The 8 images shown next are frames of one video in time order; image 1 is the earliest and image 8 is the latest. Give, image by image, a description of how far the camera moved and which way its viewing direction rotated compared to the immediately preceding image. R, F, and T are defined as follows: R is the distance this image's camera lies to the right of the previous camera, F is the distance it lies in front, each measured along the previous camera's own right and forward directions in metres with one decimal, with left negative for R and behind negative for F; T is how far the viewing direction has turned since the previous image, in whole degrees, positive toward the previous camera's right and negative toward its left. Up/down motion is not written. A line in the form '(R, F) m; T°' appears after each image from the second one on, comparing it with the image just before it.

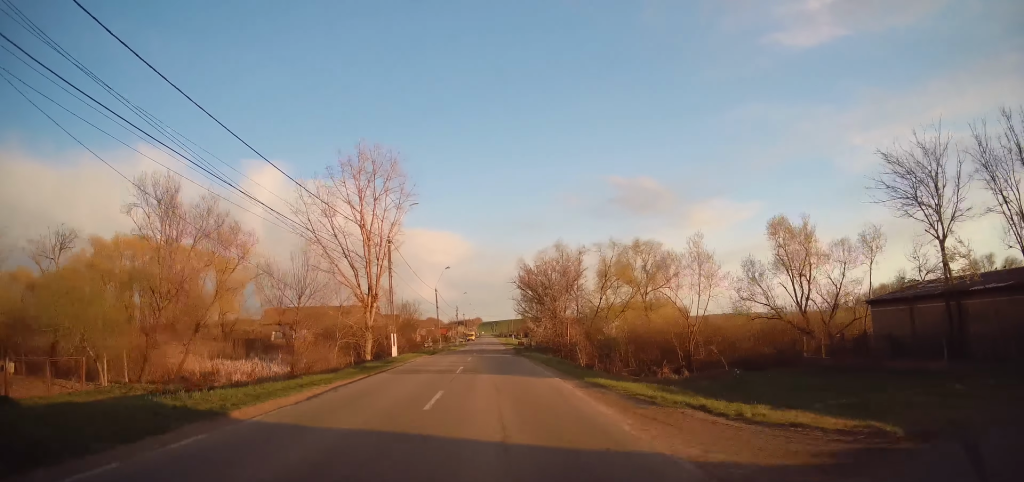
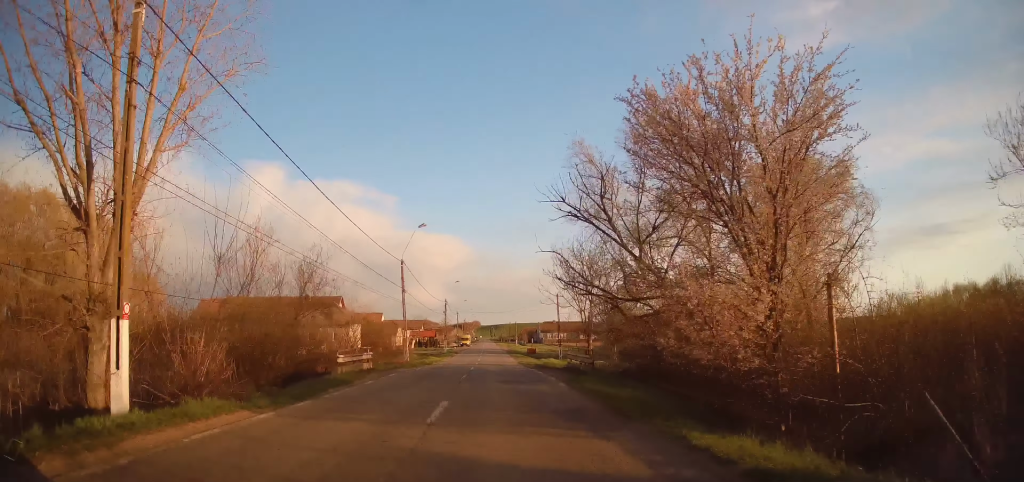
(+0.5, +32.8) m; +2°
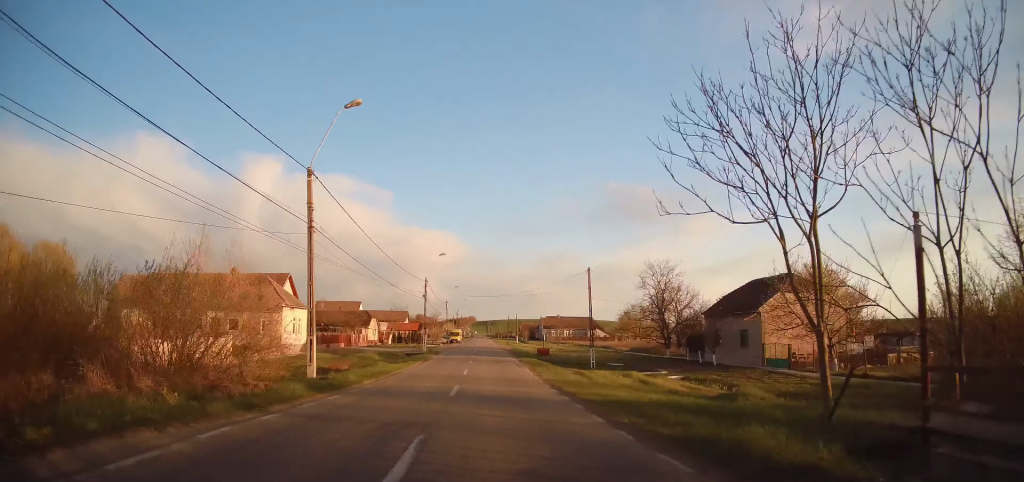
(+0.1, +22.3) m; -2°
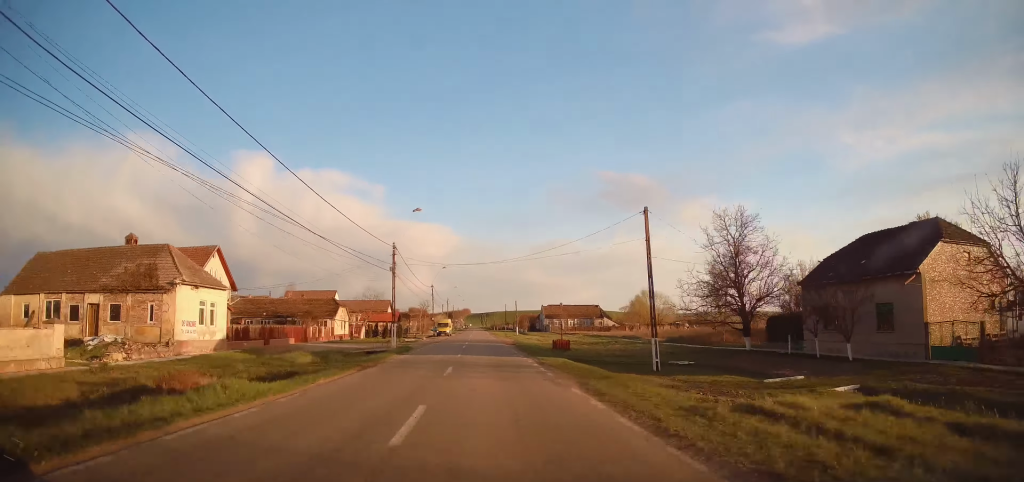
(-0.4, +16.2) m; -2°
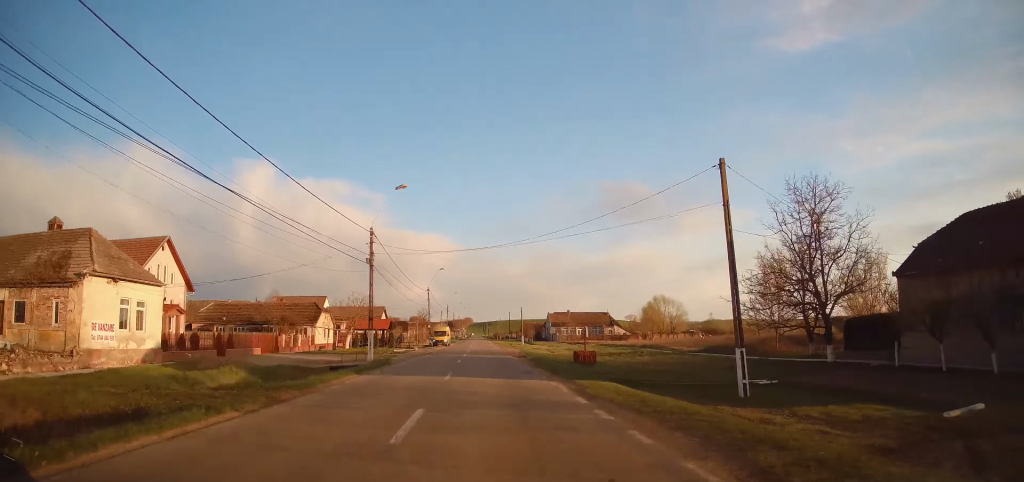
(0.0, +8.3) m; 0°
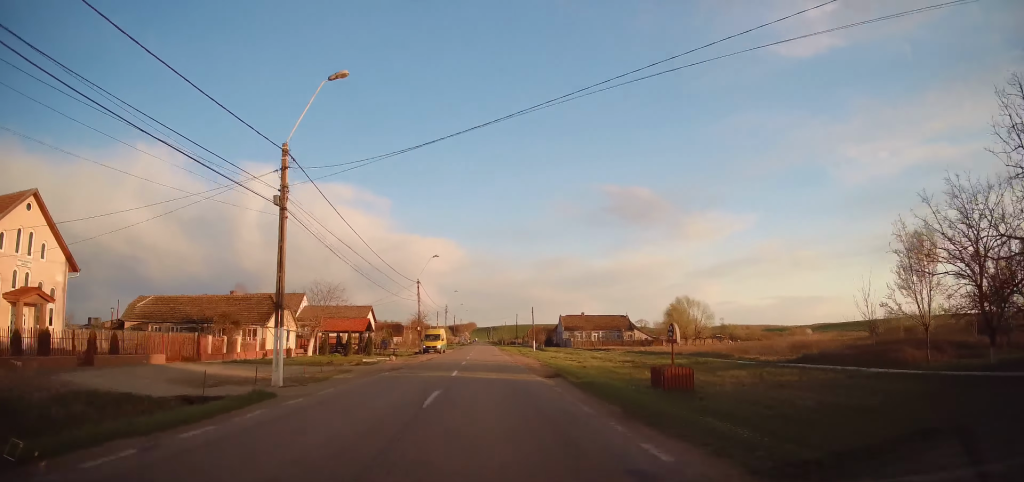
(0.0, +14.3) m; +1°
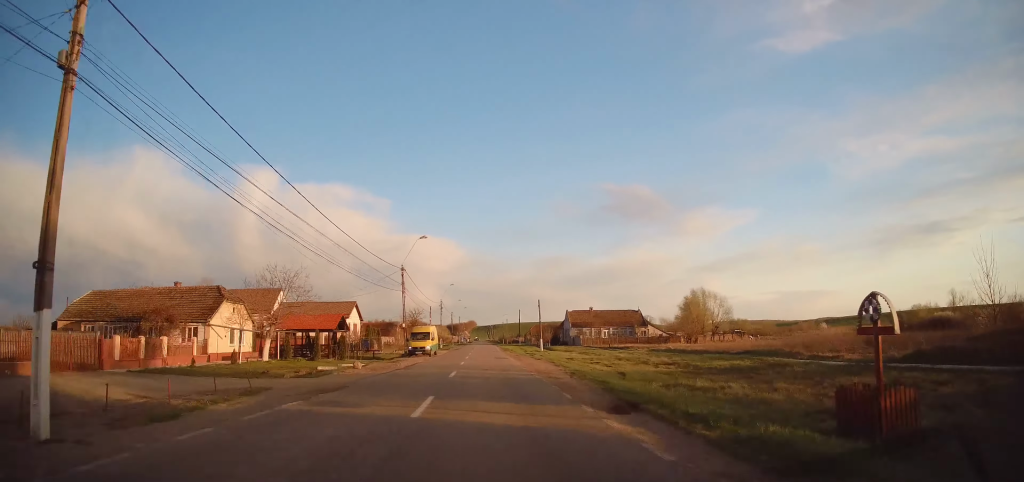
(-0.1, +9.8) m; +1°
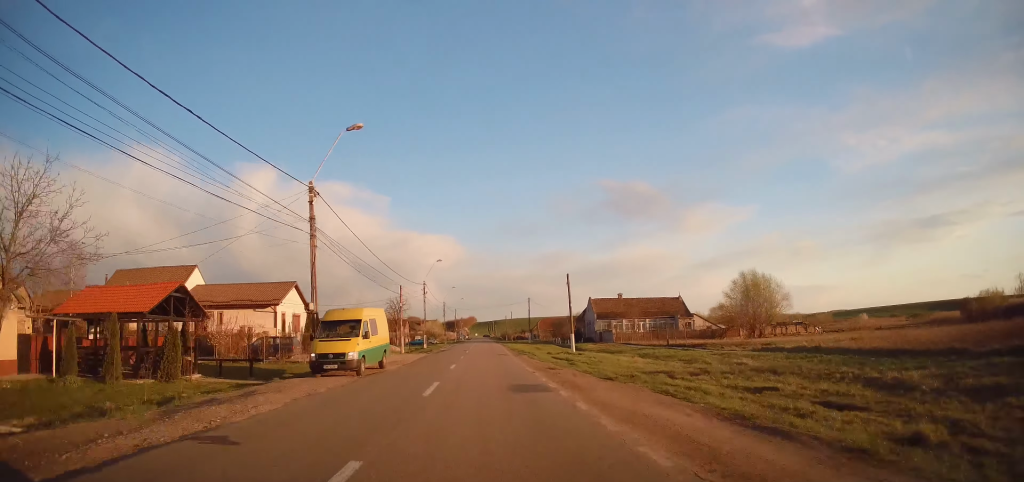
(+0.5, +24.3) m; +1°
